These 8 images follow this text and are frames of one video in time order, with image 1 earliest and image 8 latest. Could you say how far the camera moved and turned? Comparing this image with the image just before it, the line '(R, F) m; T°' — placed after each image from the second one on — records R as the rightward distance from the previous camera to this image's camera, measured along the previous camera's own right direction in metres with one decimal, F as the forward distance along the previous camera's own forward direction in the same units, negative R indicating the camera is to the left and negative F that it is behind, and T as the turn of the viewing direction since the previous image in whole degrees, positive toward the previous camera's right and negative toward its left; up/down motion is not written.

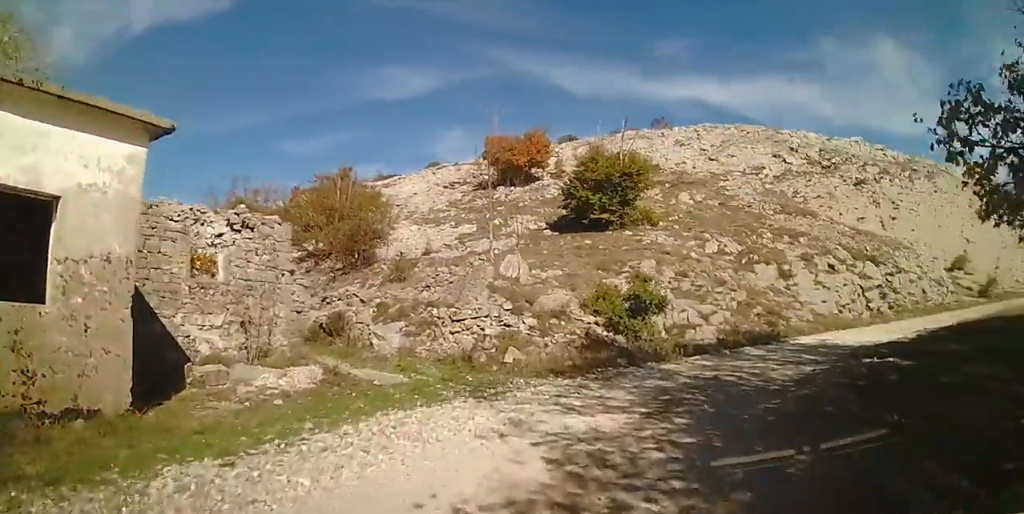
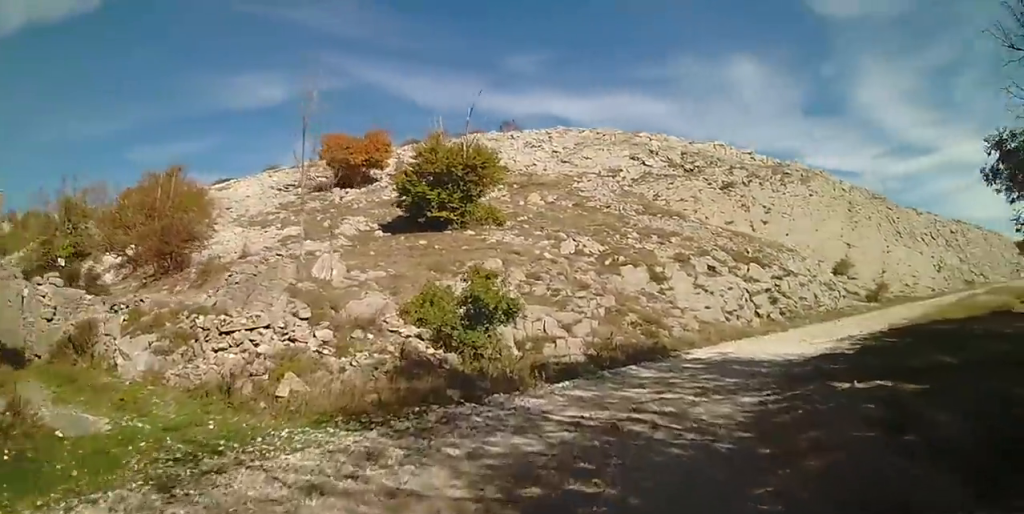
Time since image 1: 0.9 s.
(+0.7, +4.3) m; +14°
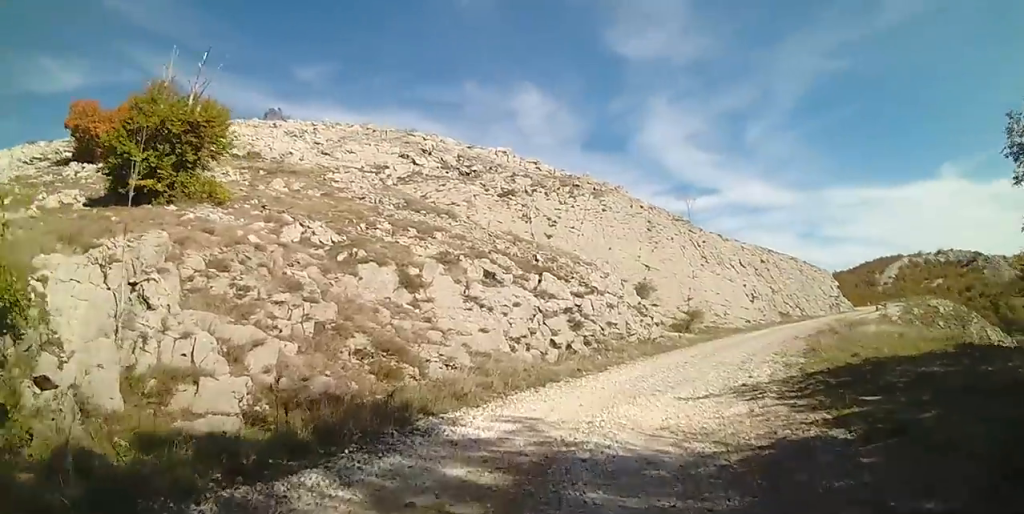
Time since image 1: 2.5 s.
(+1.6, +6.8) m; +23°
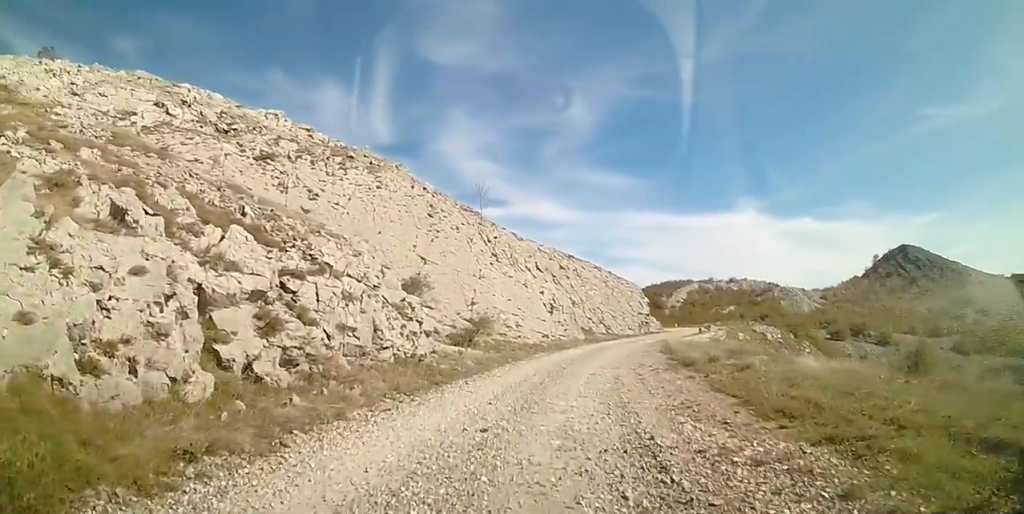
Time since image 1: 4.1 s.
(+1.3, +7.9) m; +22°
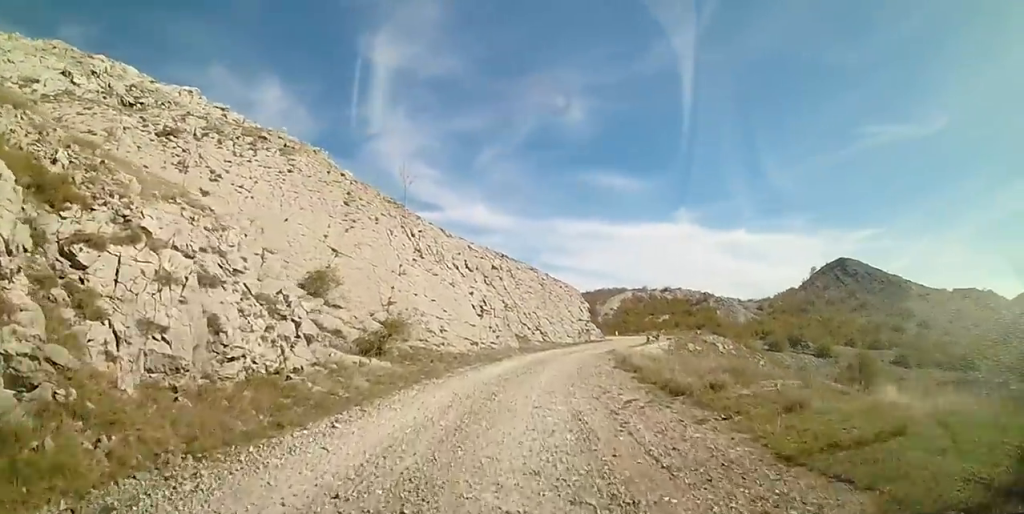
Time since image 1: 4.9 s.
(+0.5, +4.4) m; +12°
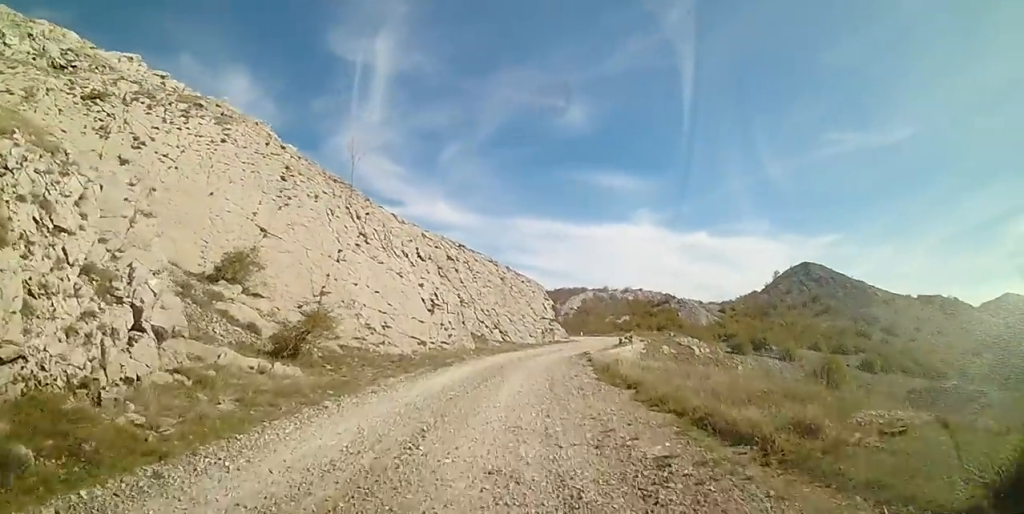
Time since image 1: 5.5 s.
(+0.4, +4.3) m; +1°
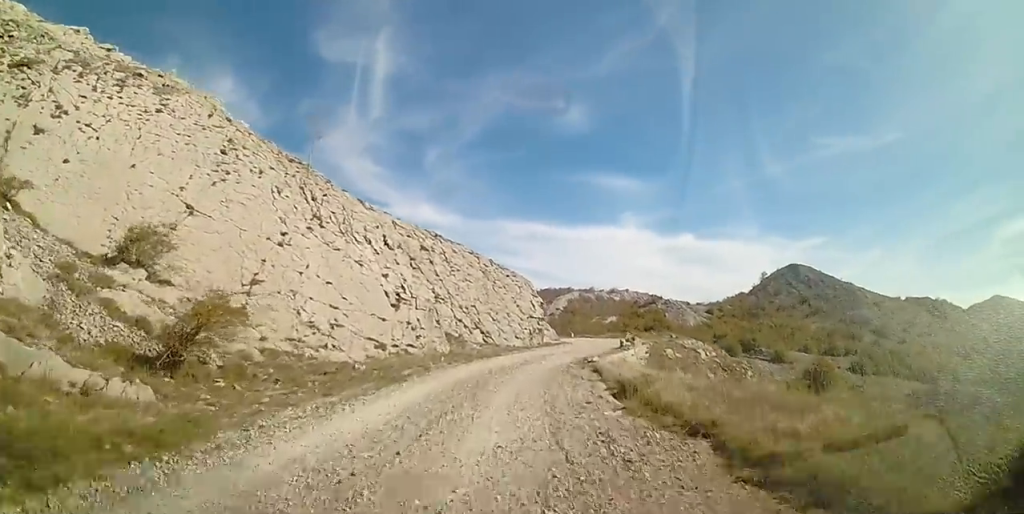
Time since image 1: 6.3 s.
(-0.1, +5.3) m; 0°
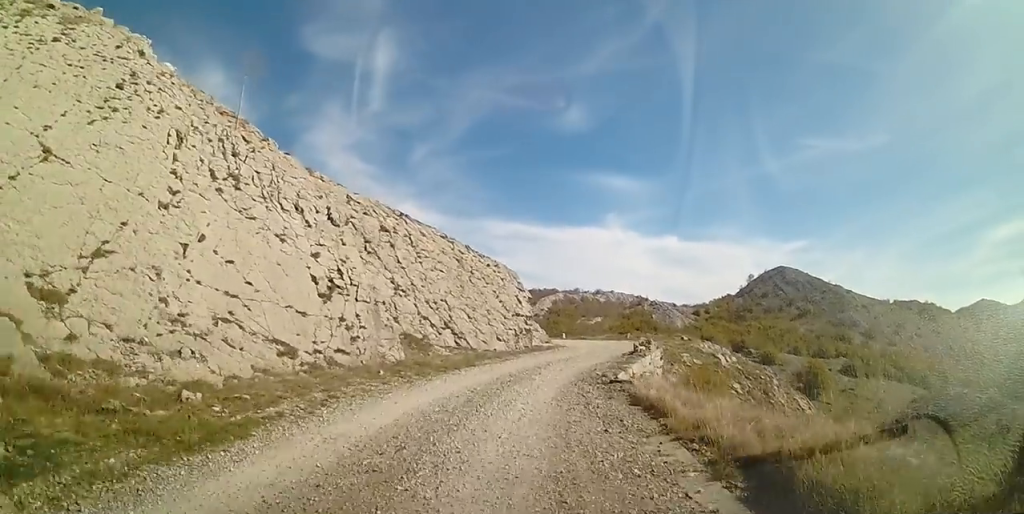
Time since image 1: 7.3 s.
(0.0, +7.3) m; 0°
